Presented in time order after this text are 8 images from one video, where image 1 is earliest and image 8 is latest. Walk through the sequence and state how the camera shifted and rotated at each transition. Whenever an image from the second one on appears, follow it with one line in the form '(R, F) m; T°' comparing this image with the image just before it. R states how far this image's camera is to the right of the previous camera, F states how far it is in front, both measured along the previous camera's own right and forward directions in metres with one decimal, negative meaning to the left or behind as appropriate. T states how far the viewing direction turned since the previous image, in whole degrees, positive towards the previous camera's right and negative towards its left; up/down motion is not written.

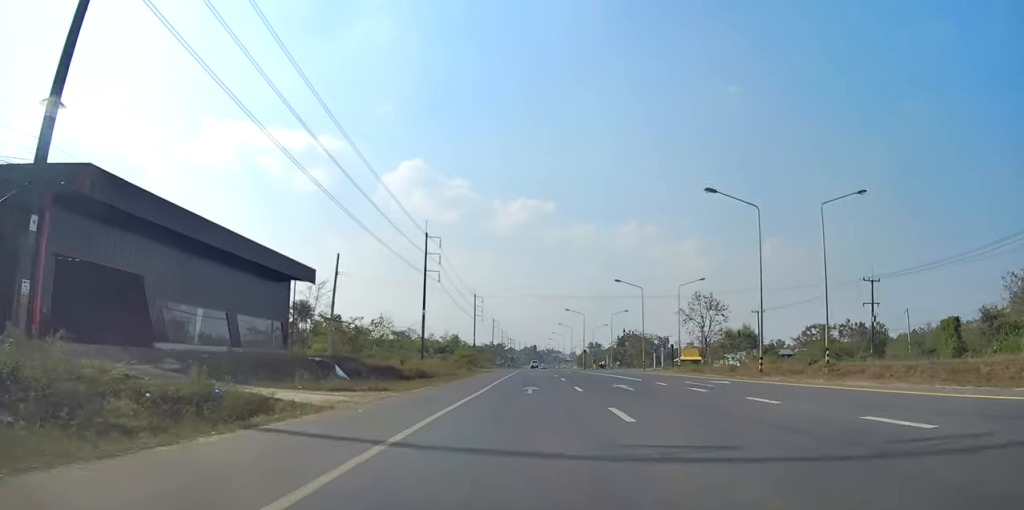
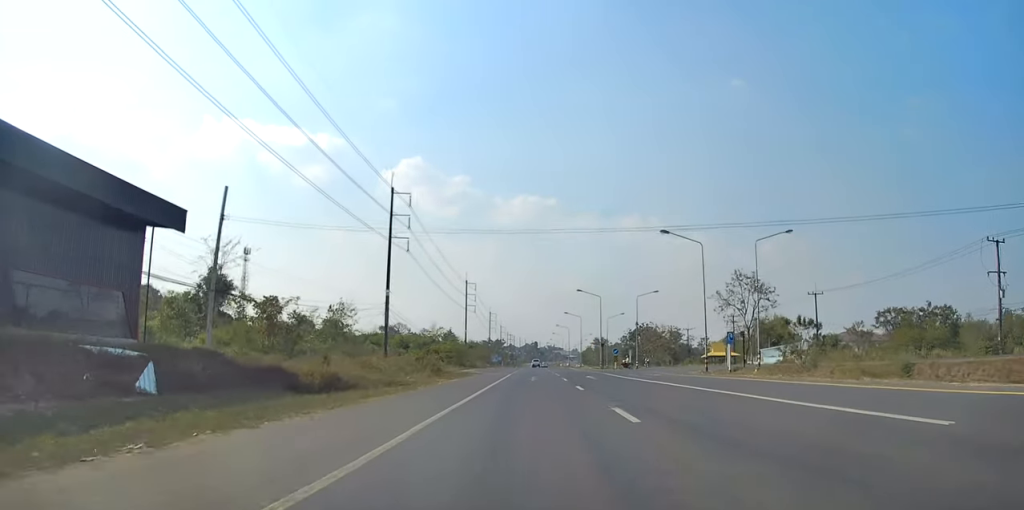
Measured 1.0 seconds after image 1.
(0.0, +23.7) m; +1°
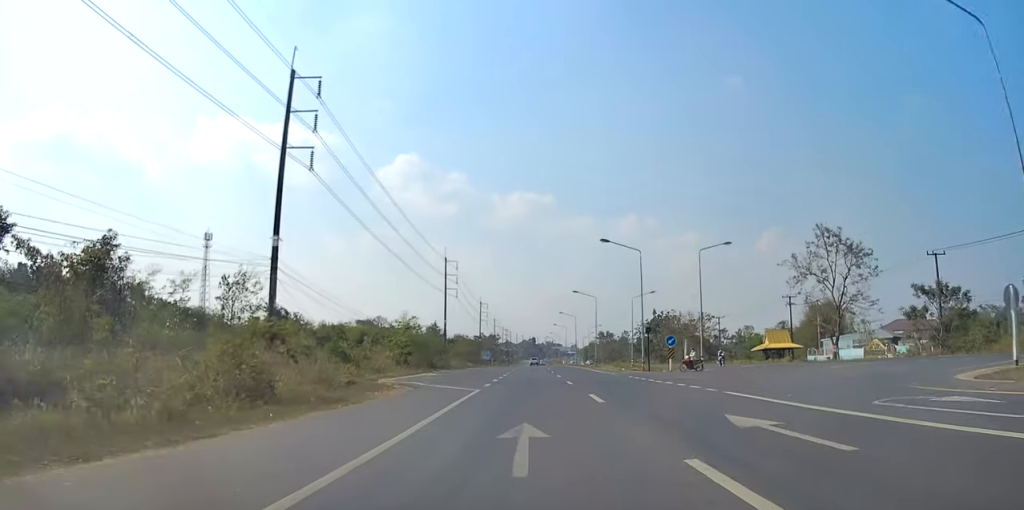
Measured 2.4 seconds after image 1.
(+0.6, +31.7) m; +1°
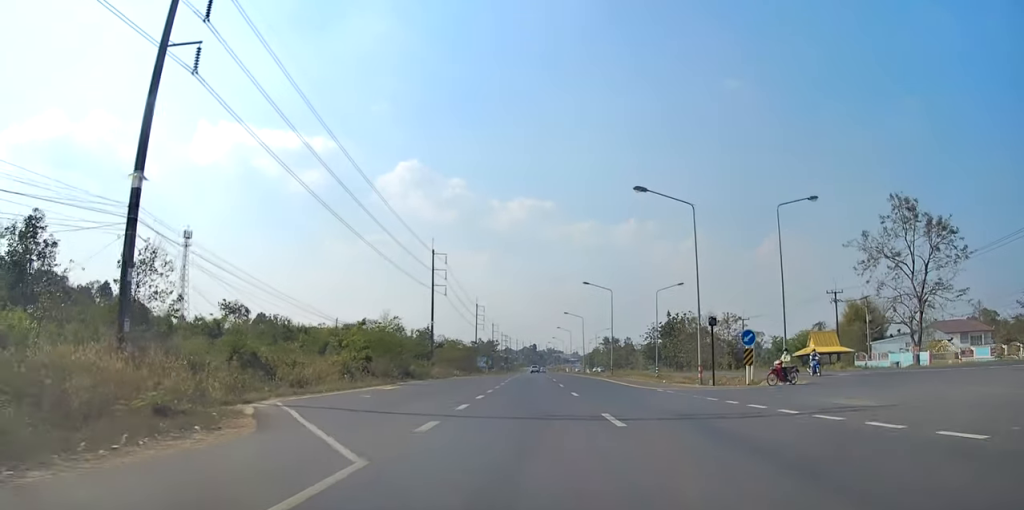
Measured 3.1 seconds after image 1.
(0.0, +16.0) m; -1°
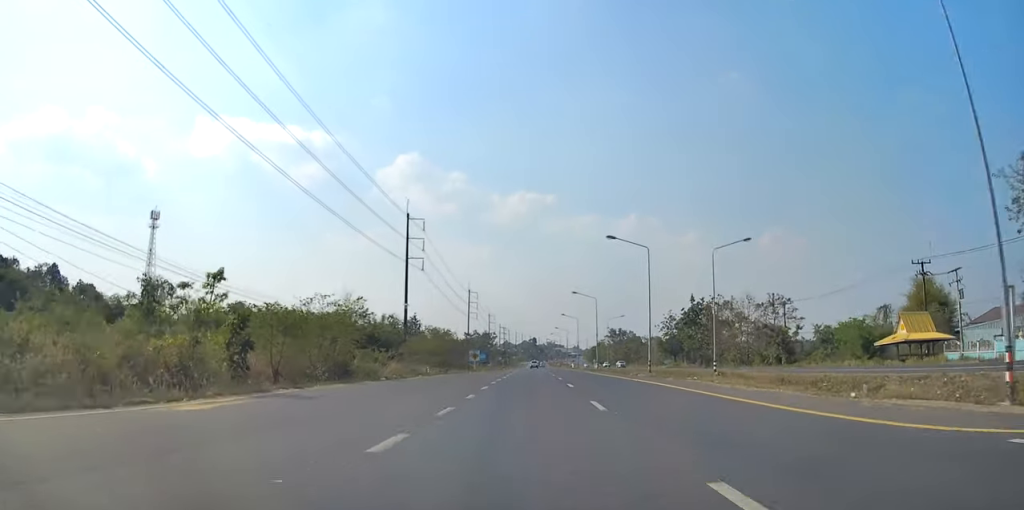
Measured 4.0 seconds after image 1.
(-0.2, +21.0) m; -1°
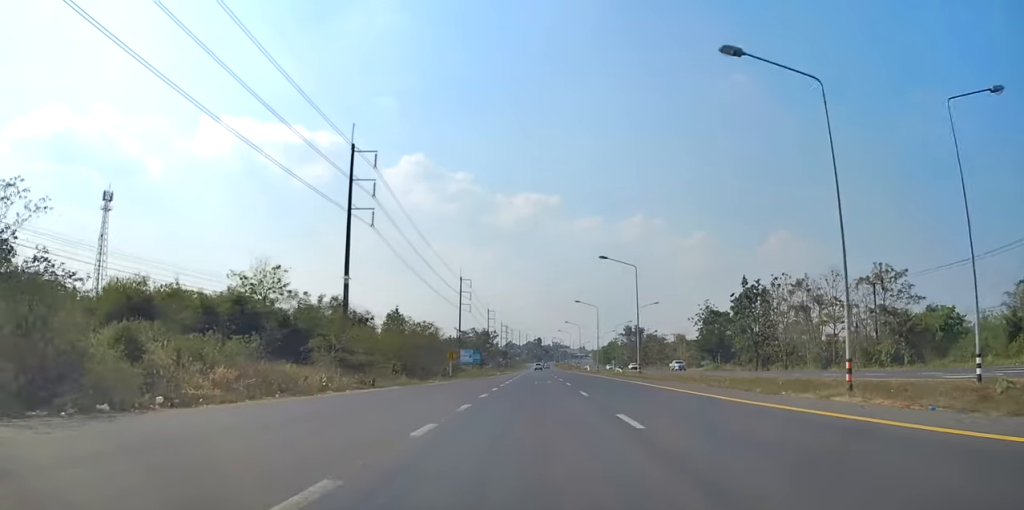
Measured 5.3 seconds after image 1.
(-0.3, +28.3) m; 0°
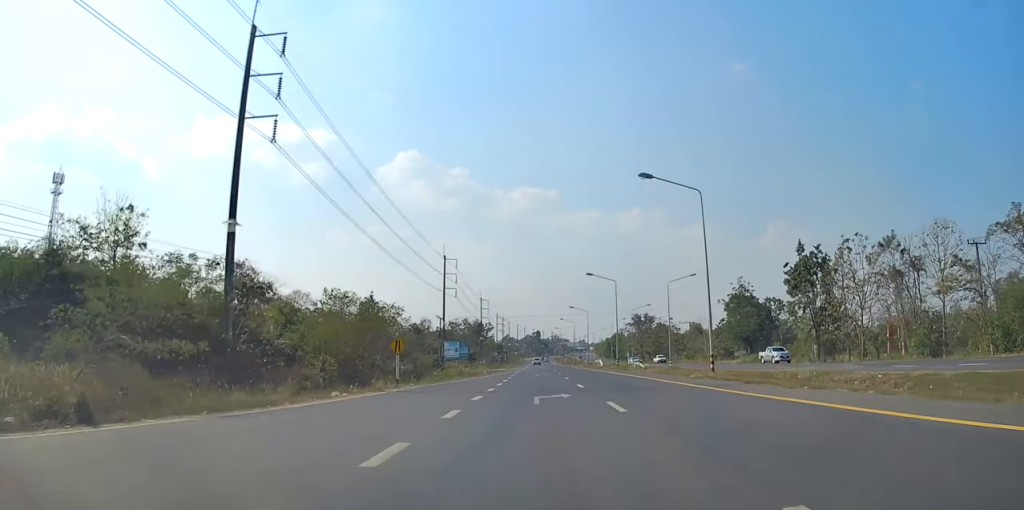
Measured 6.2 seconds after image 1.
(+0.3, +21.7) m; +1°
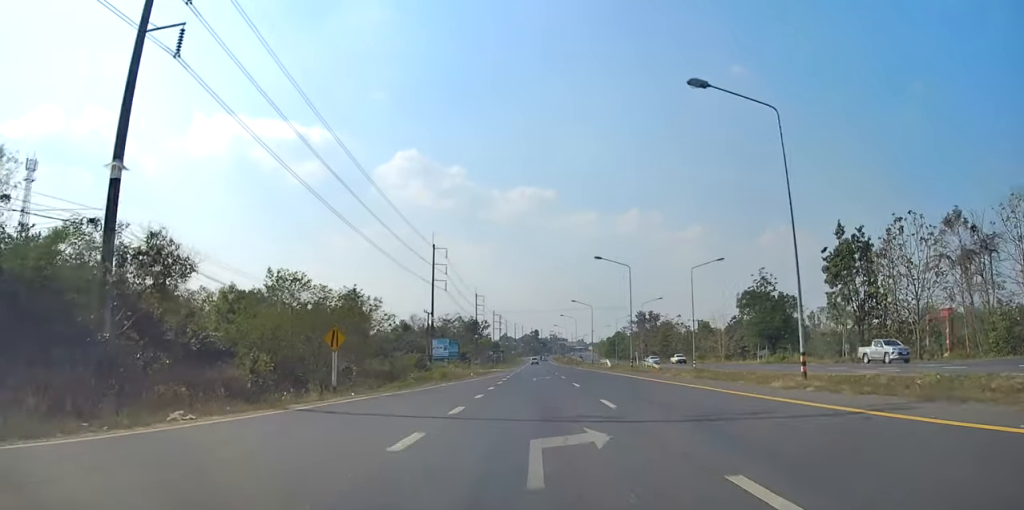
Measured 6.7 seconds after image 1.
(+0.2, +10.6) m; 0°
